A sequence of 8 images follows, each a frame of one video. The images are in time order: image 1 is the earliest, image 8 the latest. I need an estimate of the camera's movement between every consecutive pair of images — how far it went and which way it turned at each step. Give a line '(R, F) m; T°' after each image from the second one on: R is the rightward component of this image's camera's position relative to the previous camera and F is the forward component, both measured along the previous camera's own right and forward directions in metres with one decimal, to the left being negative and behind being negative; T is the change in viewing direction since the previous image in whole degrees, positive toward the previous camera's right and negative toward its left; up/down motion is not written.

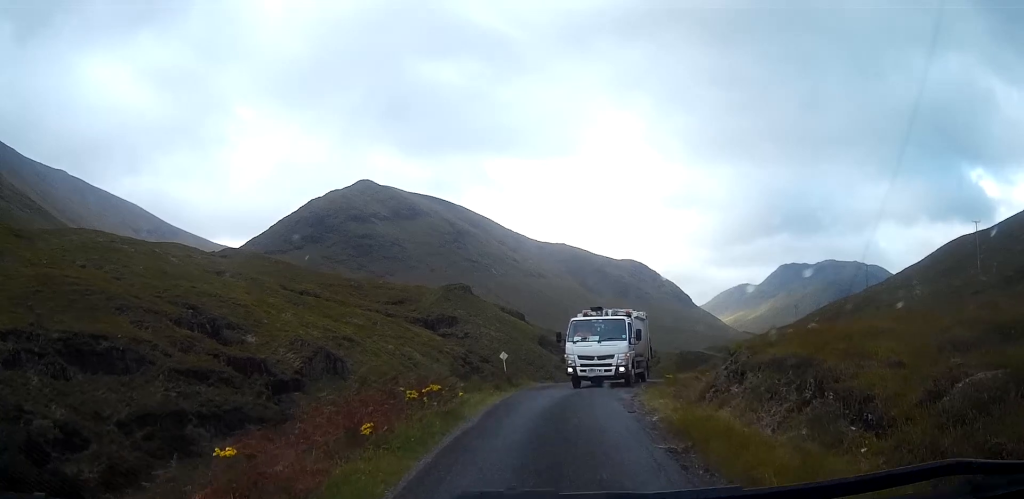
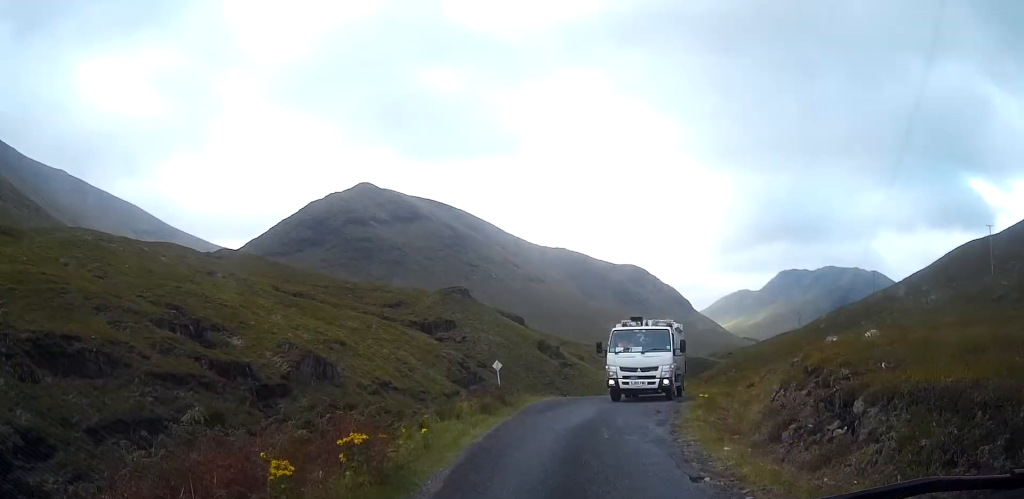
(-0.6, +4.7) m; -5°
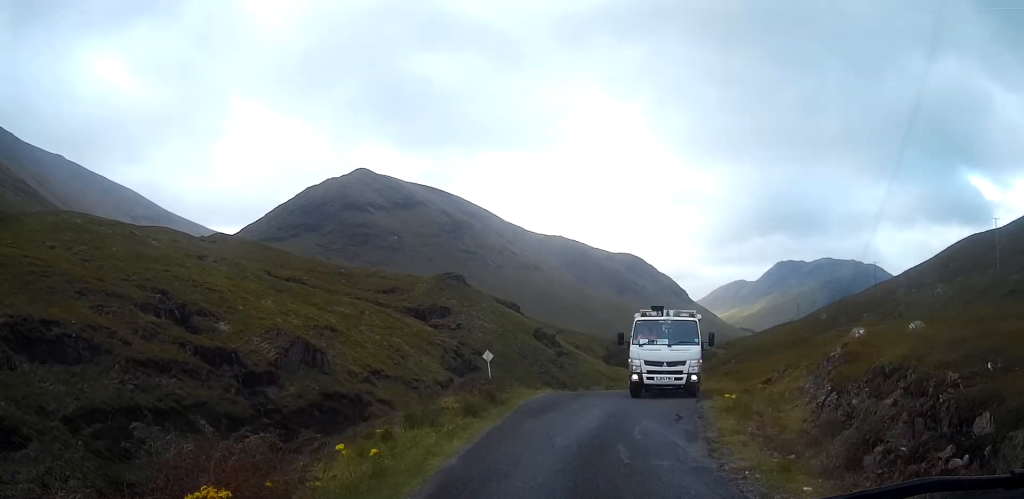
(+0.1, +2.7) m; +2°
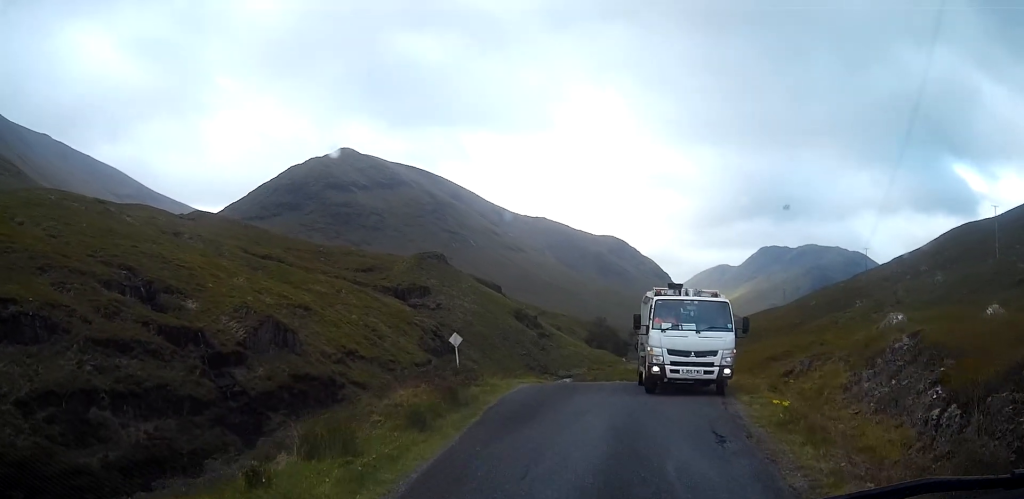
(0.0, +4.1) m; +1°
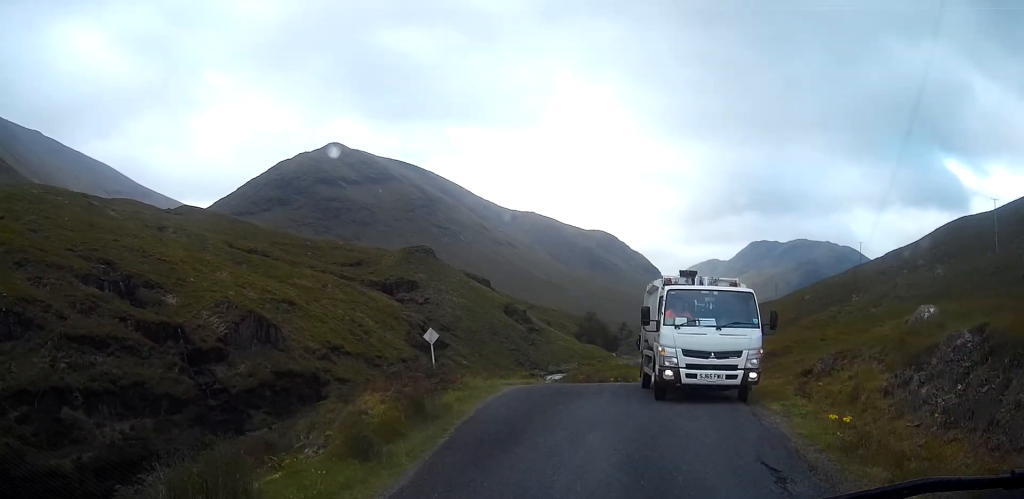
(0.0, +2.7) m; +1°
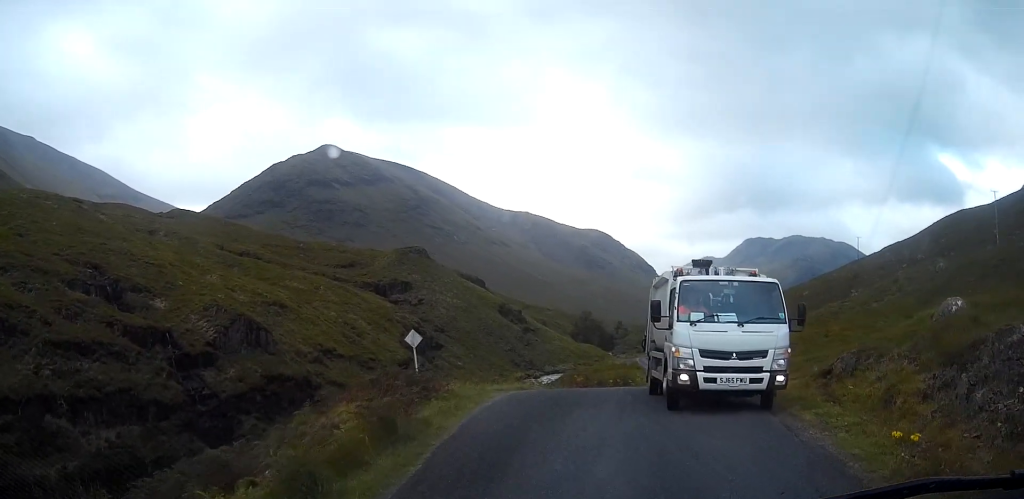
(0.0, +1.8) m; 0°
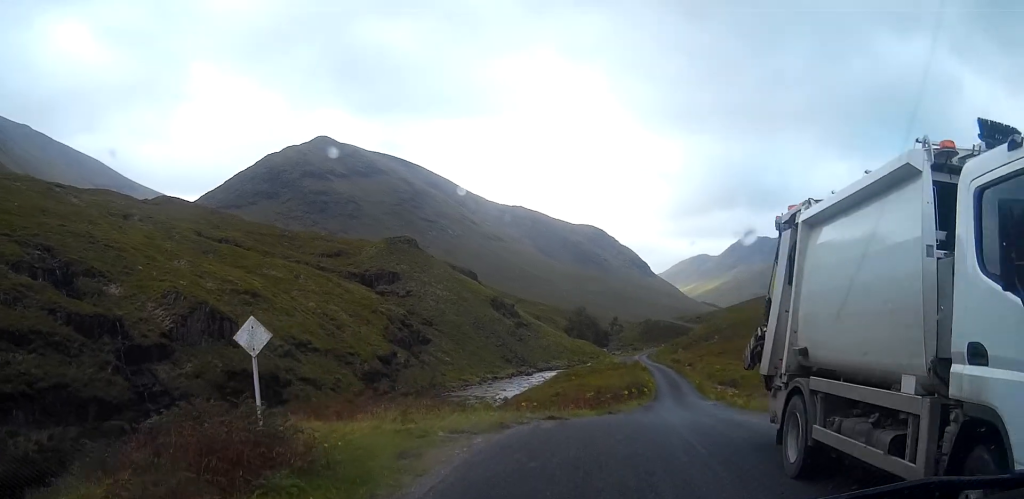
(0.0, +9.5) m; 0°
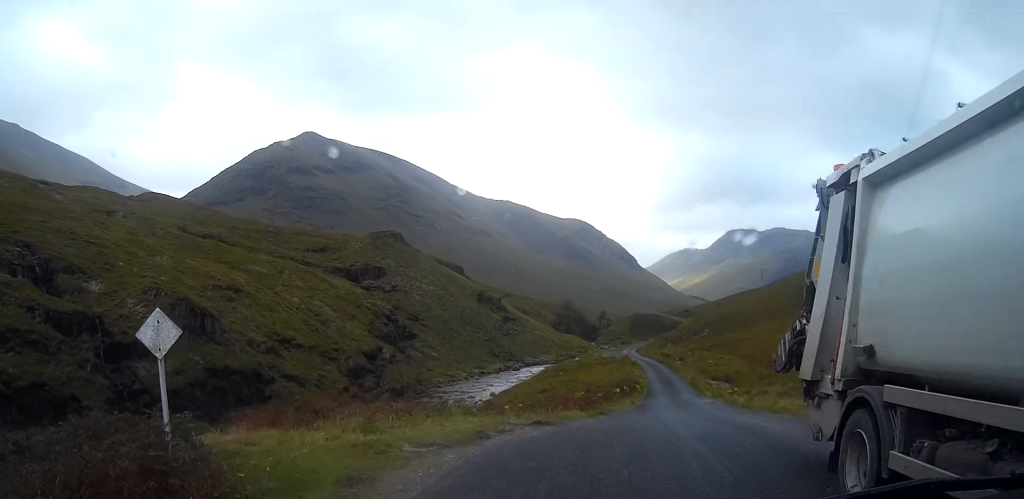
(0.0, +1.8) m; 0°
